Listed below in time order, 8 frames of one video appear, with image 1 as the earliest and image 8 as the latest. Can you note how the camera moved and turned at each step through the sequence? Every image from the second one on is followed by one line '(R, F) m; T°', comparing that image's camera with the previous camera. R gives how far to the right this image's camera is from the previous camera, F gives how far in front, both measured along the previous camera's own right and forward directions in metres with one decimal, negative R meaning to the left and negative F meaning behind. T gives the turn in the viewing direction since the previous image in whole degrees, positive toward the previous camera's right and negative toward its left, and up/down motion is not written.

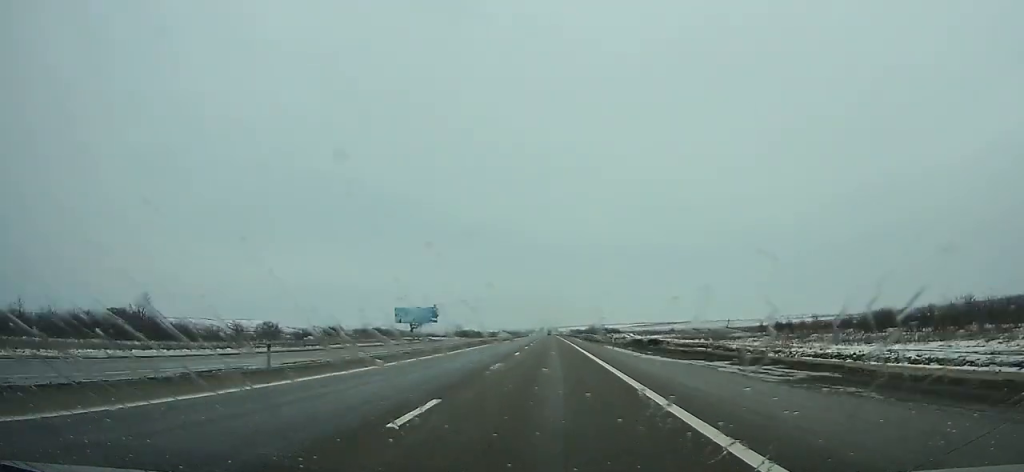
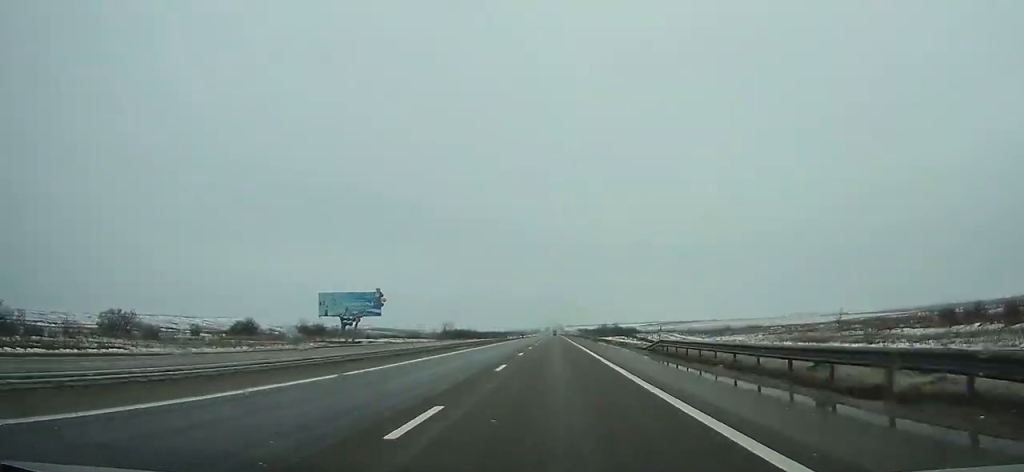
(-0.3, +61.8) m; 0°
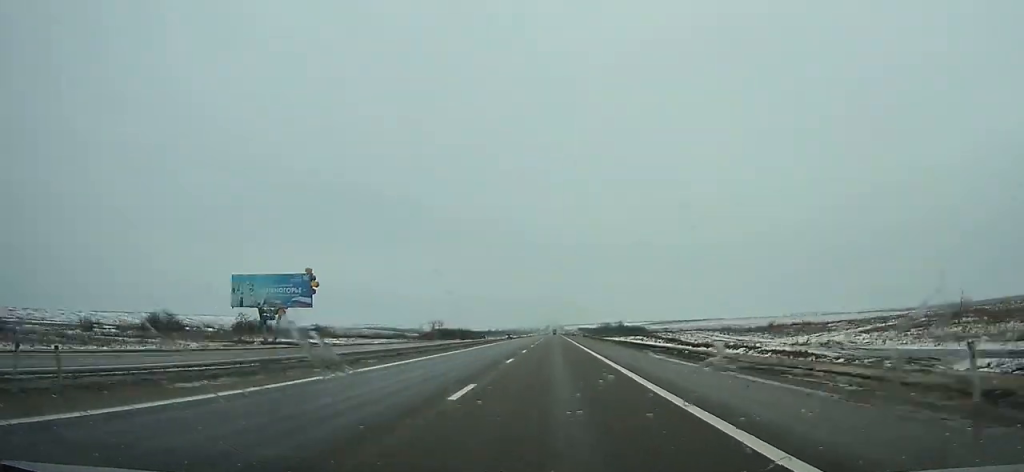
(0.0, +32.4) m; 0°
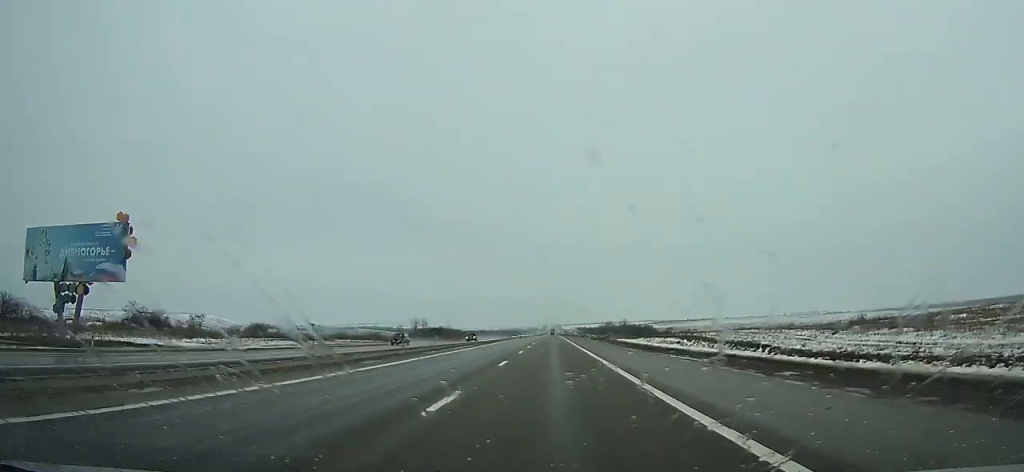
(0.0, +37.7) m; 0°
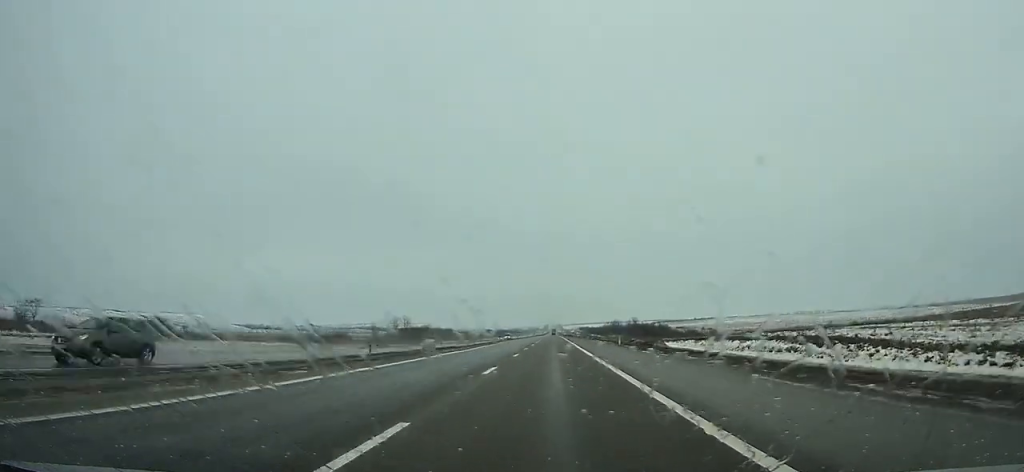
(0.0, +40.7) m; 0°
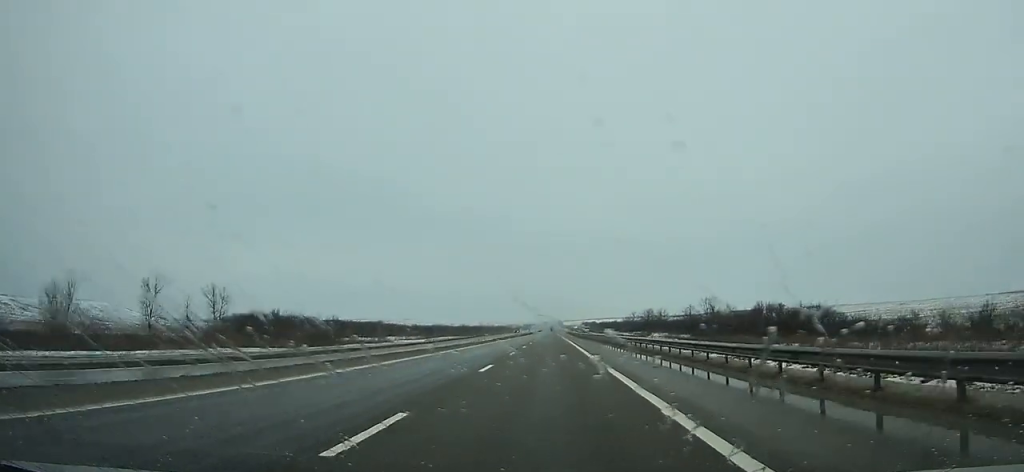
(+0.5, +156.0) m; 0°
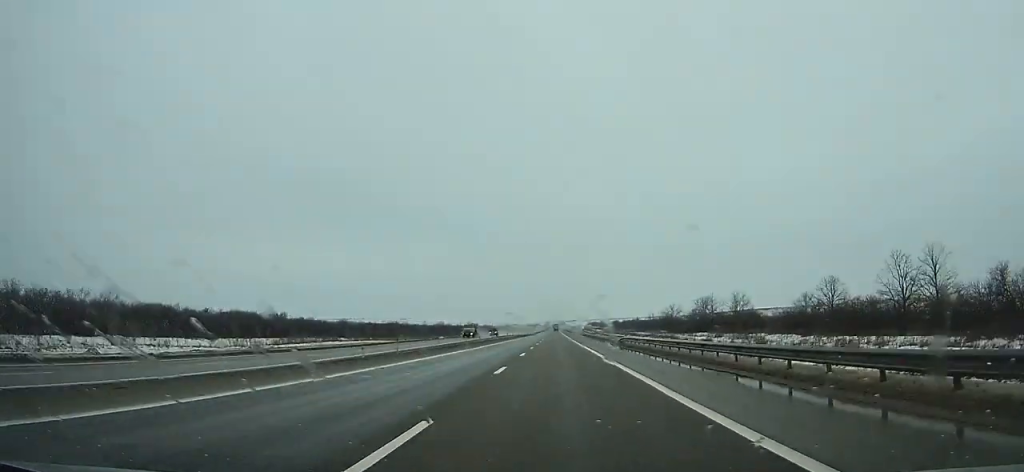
(-0.3, +96.8) m; 0°
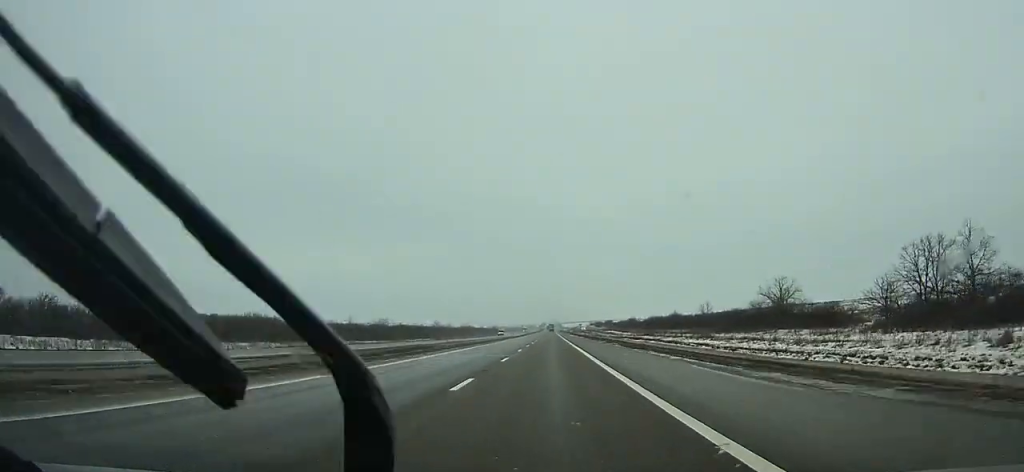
(0.0, +113.7) m; 0°
